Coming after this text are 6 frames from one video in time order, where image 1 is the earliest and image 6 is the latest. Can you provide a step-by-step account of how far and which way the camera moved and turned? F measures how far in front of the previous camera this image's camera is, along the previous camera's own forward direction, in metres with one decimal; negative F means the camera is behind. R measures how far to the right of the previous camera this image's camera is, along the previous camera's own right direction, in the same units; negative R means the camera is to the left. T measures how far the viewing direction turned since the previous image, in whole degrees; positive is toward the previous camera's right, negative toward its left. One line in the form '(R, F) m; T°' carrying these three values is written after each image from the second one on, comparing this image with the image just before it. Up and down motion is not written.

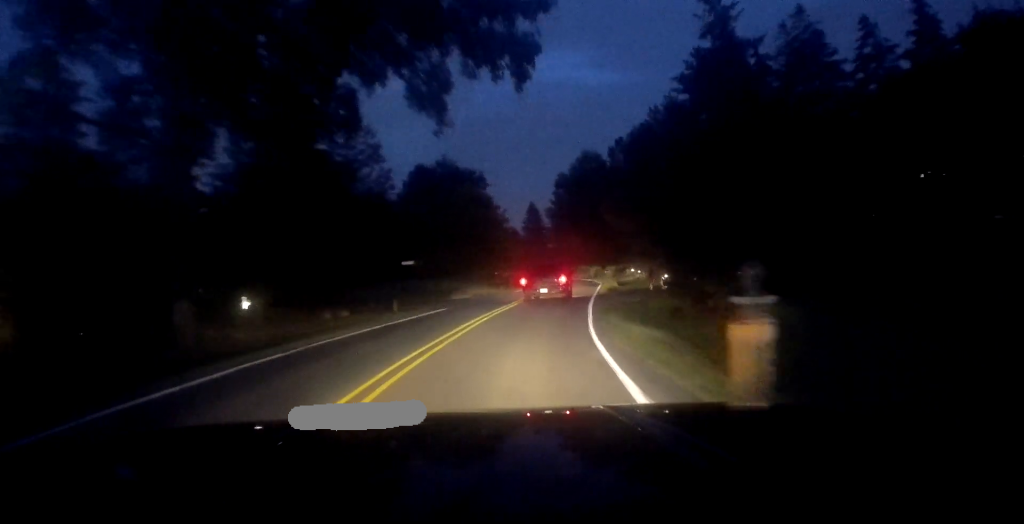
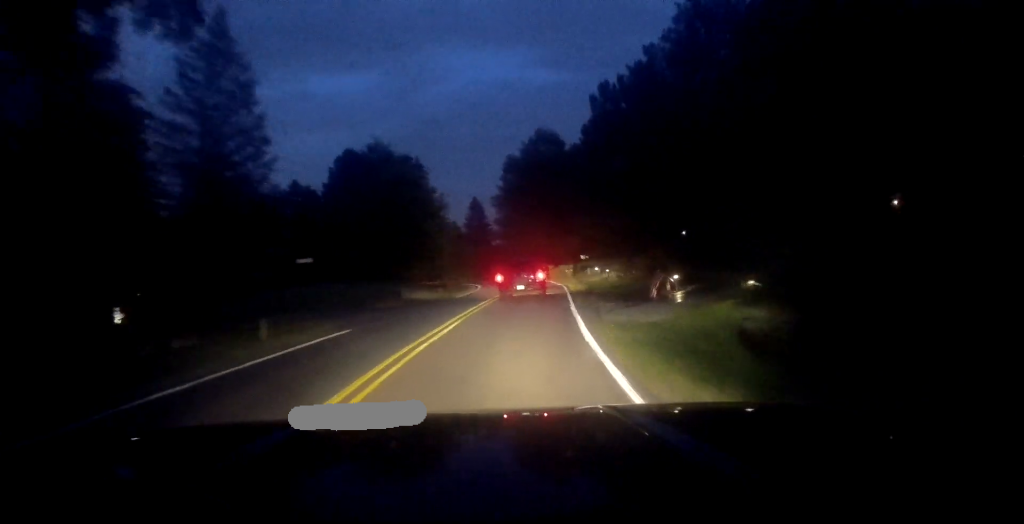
(+1.4, +10.6) m; +7°
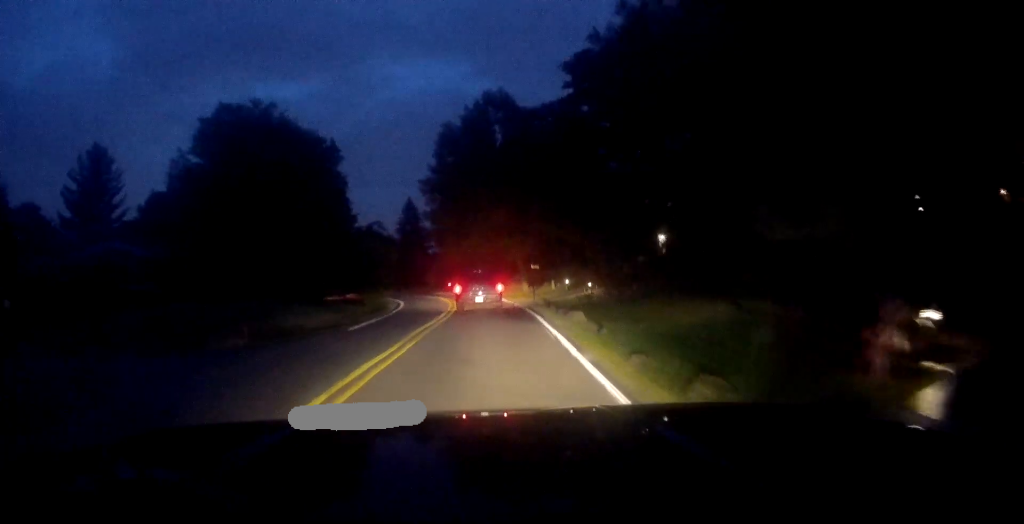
(+0.7, +17.2) m; +4°
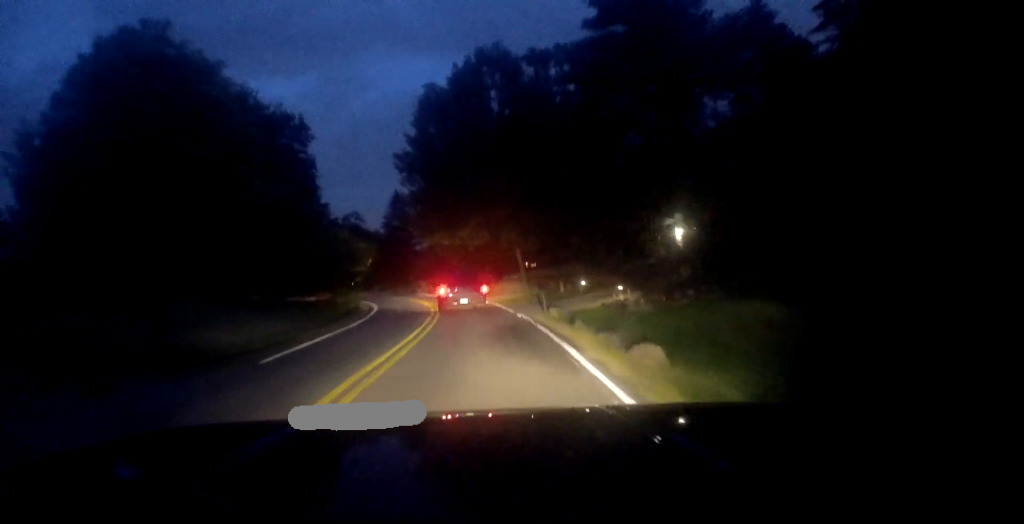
(+0.1, +9.1) m; +3°
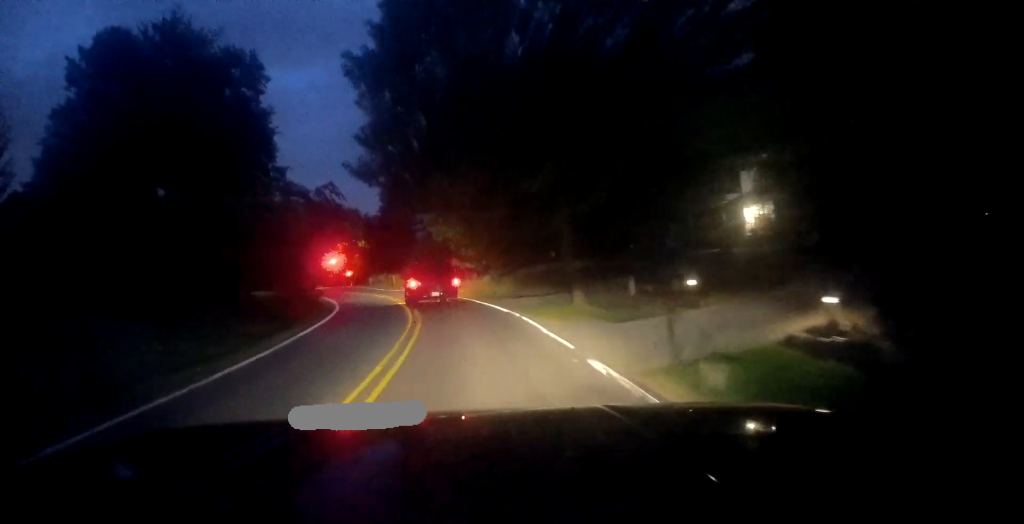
(+0.3, +14.3) m; -1°
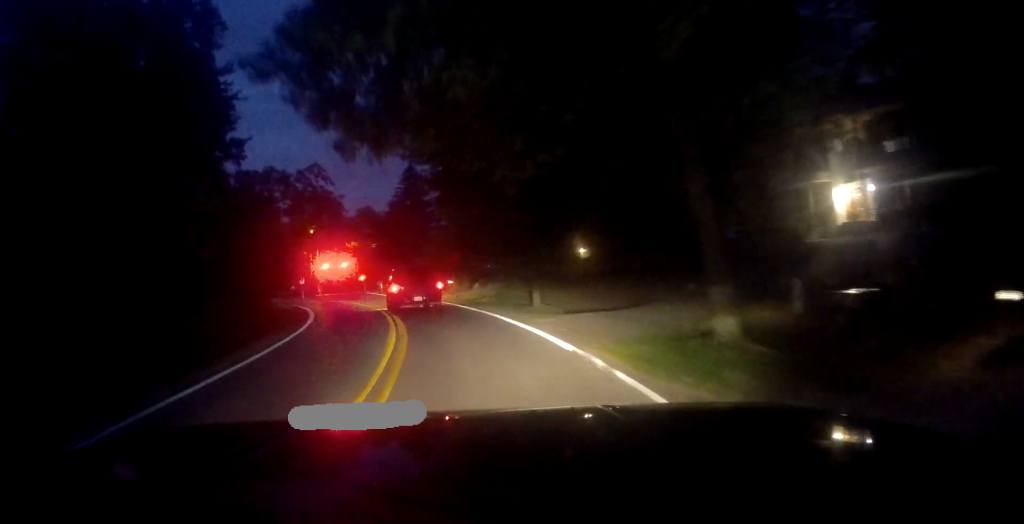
(-0.3, +9.9) m; -2°
